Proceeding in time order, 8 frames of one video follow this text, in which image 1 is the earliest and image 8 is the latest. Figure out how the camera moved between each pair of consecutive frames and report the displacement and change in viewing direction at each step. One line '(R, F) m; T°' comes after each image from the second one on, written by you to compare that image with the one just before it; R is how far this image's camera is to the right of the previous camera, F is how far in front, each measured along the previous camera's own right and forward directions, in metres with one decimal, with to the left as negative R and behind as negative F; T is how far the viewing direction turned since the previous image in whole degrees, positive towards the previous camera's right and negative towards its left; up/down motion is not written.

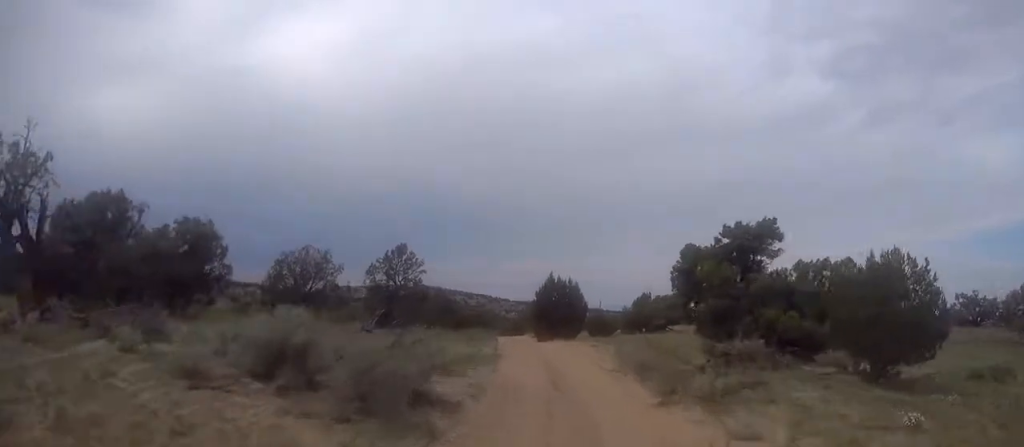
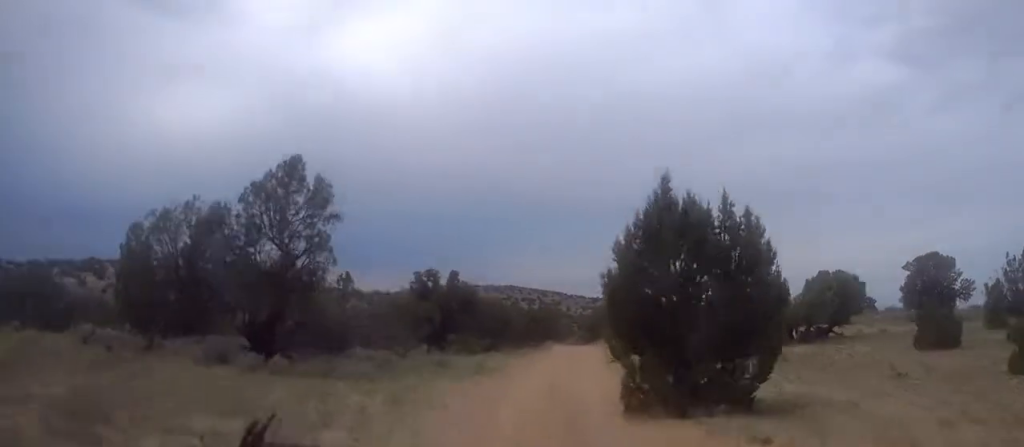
(-1.7, +30.0) m; -3°
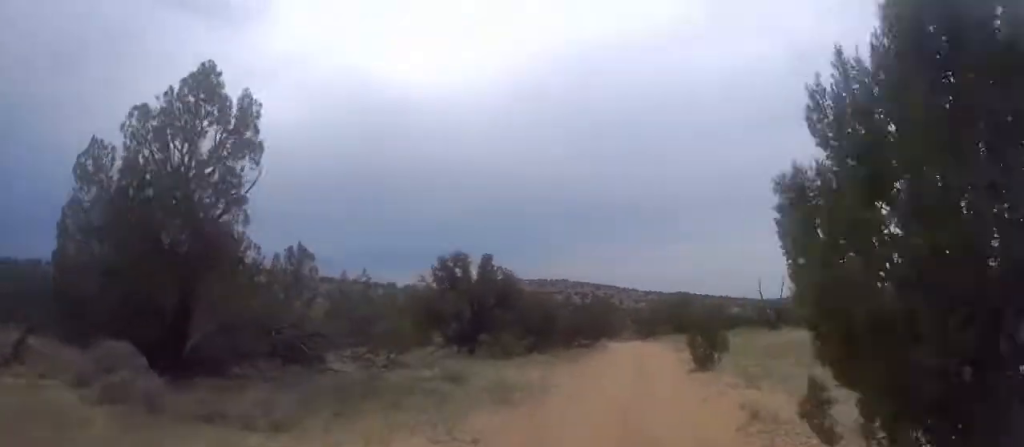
(0.0, +8.5) m; 0°
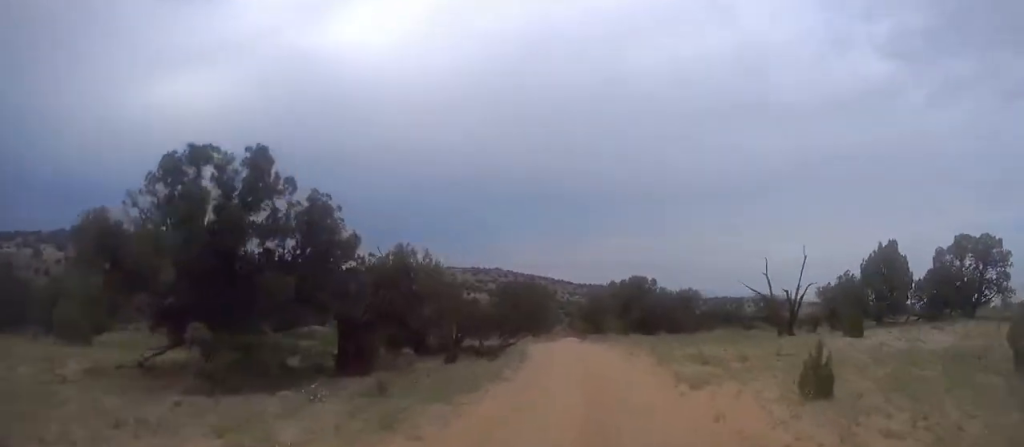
(+0.1, +19.7) m; +1°
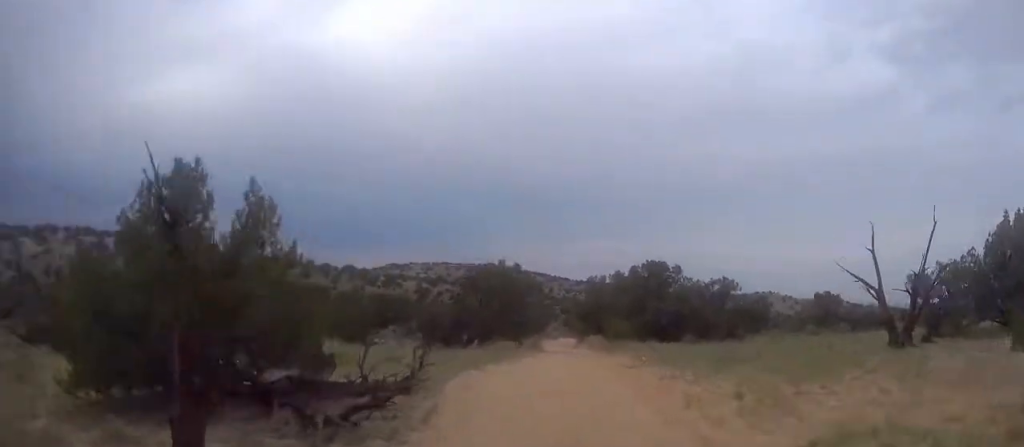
(+0.1, +14.4) m; 0°
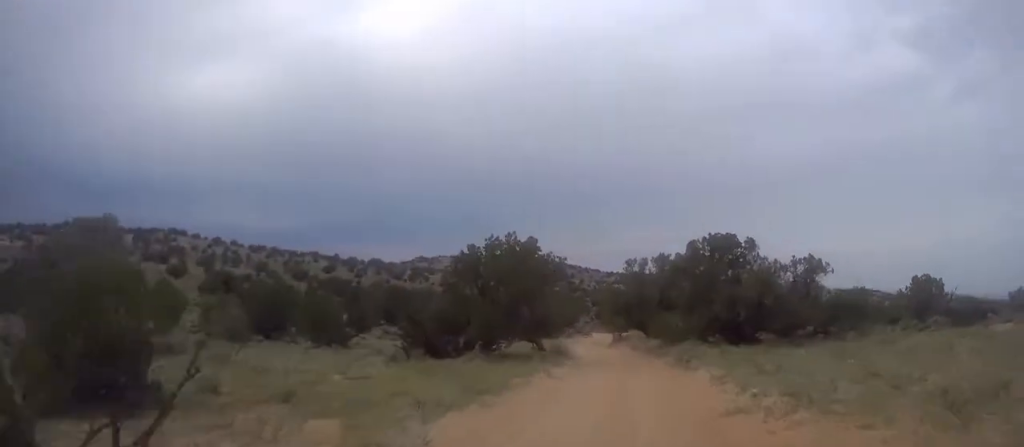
(+0.1, +10.7) m; -2°
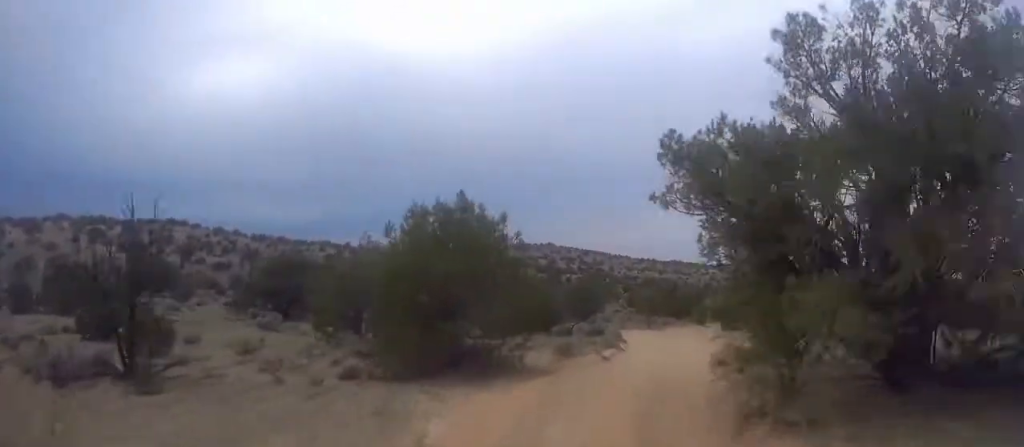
(-1.1, +40.3) m; 0°
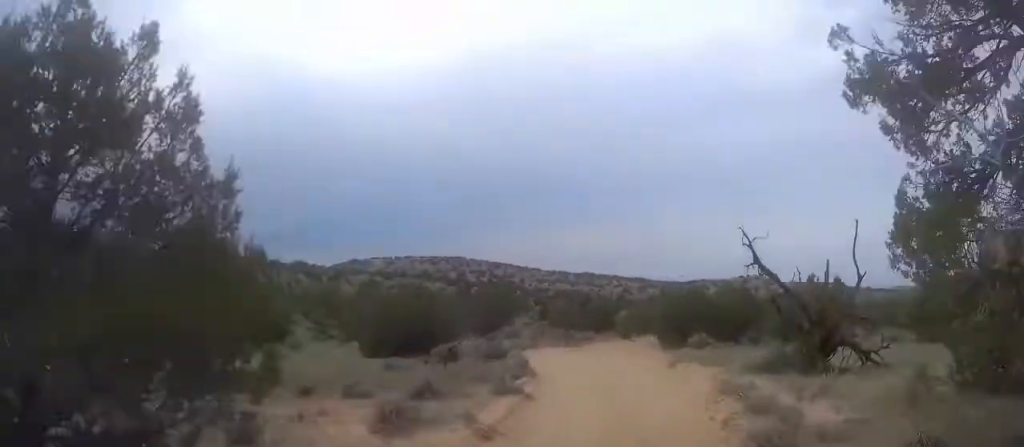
(+0.1, +11.7) m; 0°
